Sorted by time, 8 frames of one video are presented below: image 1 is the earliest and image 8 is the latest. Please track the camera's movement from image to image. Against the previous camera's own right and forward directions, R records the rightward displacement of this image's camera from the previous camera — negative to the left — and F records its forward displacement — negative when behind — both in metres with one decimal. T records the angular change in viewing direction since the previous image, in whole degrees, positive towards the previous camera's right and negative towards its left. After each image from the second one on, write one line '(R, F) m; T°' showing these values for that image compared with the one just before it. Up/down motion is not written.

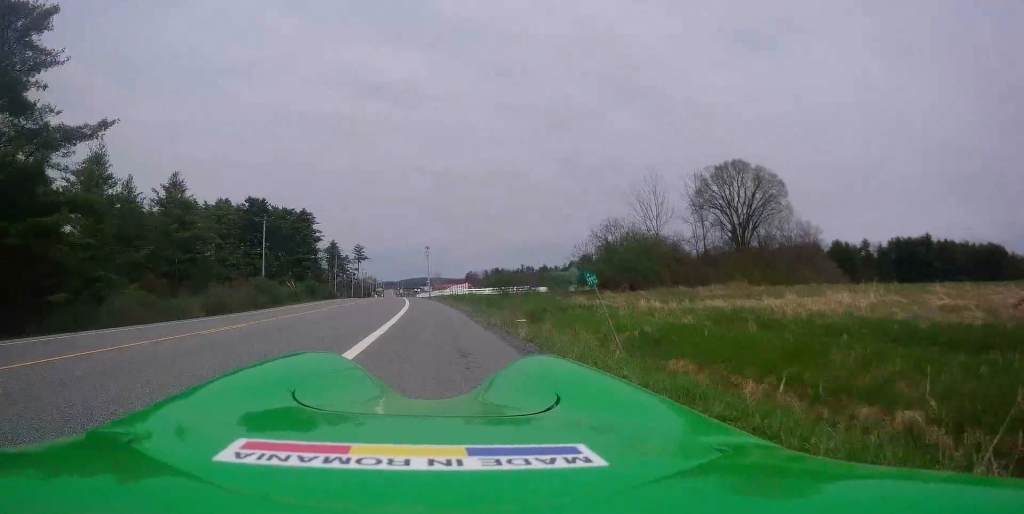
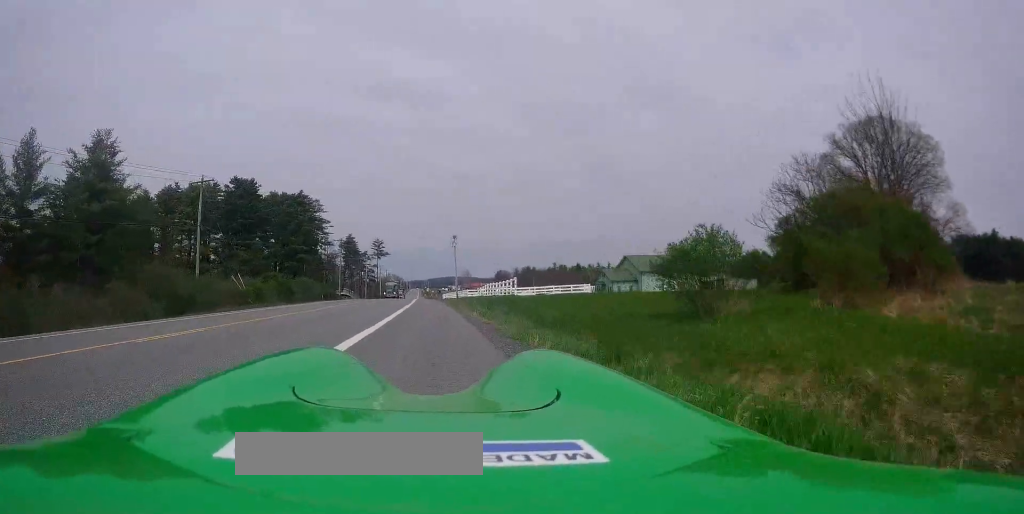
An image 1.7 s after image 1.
(-0.6, +26.3) m; -3°
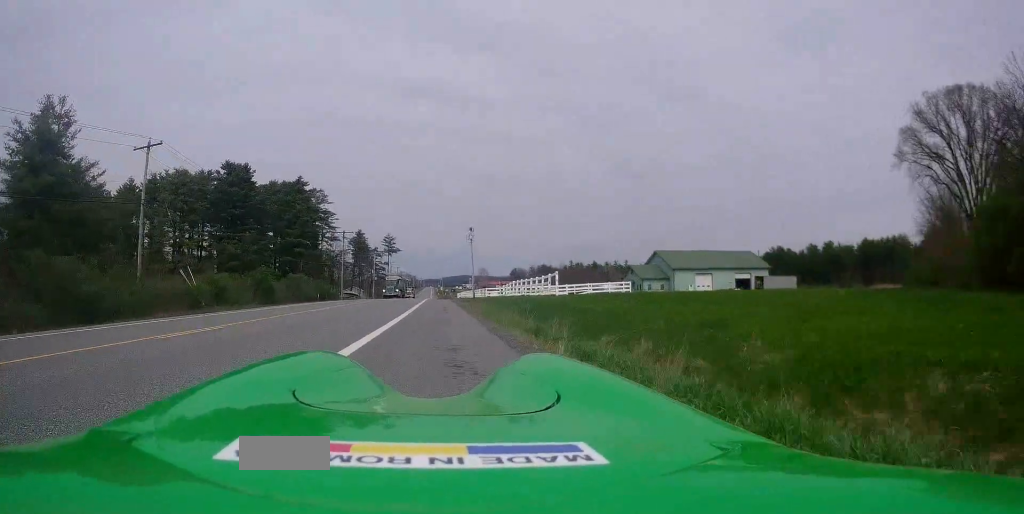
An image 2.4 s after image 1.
(-0.5, +11.9) m; -2°
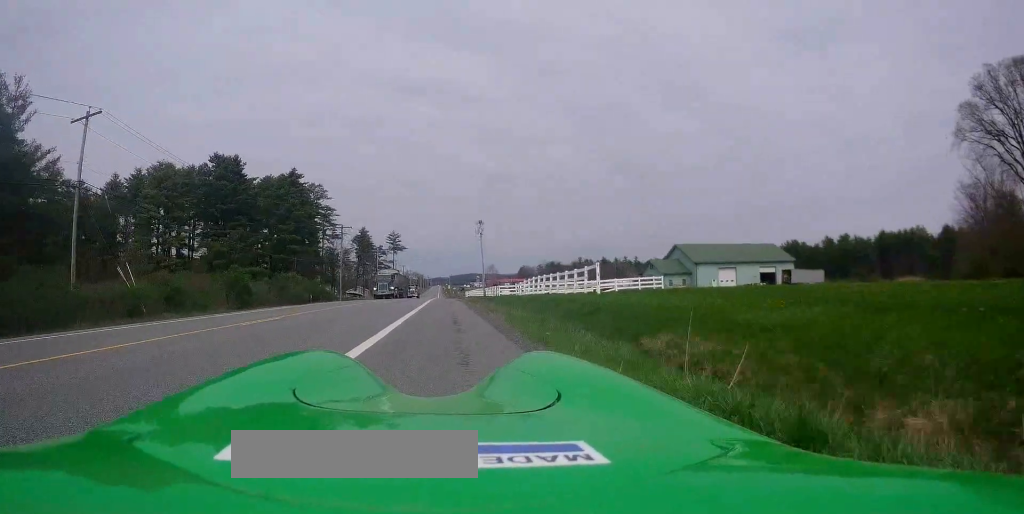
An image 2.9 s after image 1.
(-0.1, +8.0) m; -1°
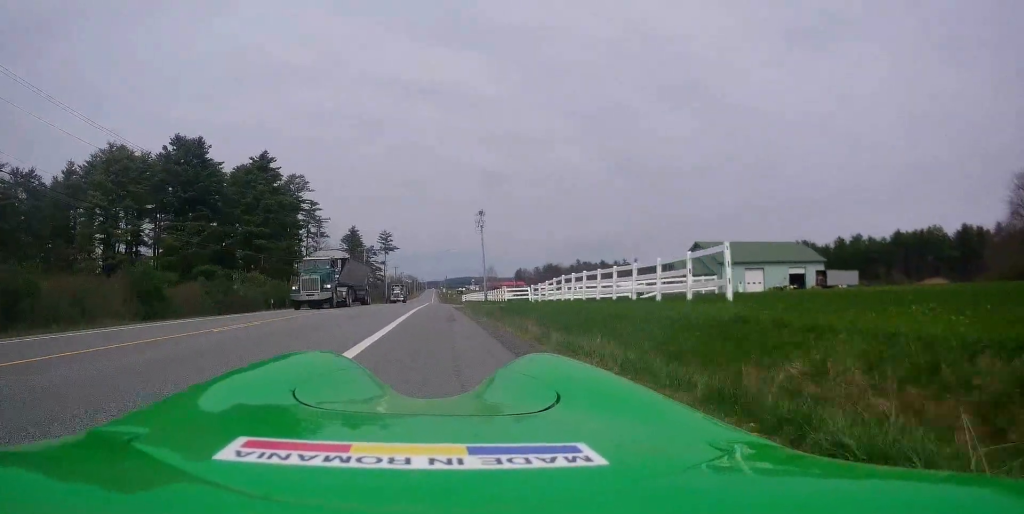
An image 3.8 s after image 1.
(0.0, +13.3) m; 0°
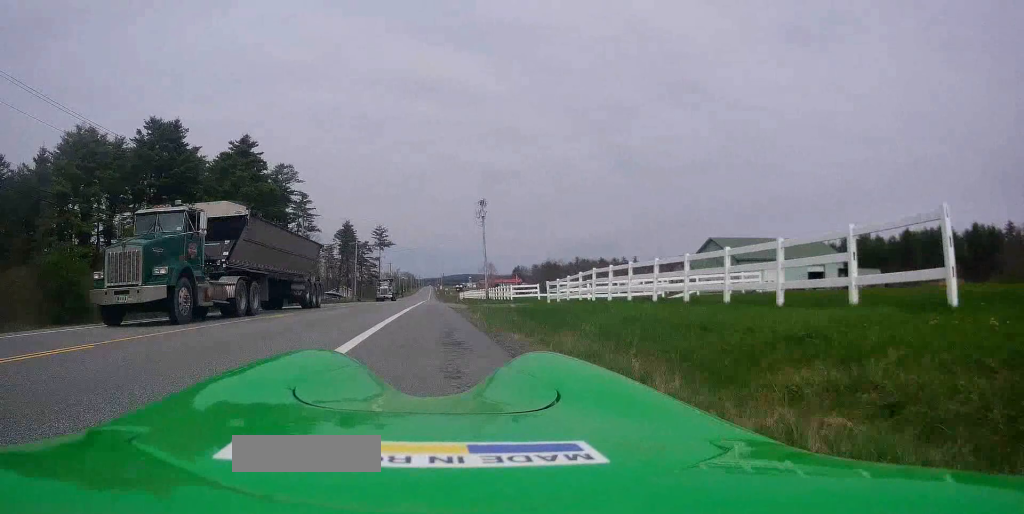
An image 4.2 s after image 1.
(0.0, +7.3) m; 0°
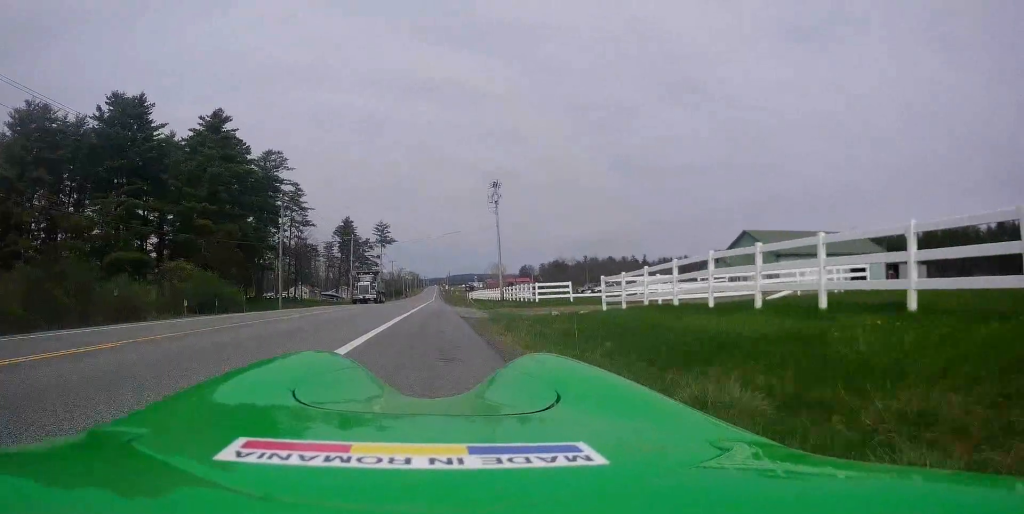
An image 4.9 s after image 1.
(0.0, +11.3) m; 0°
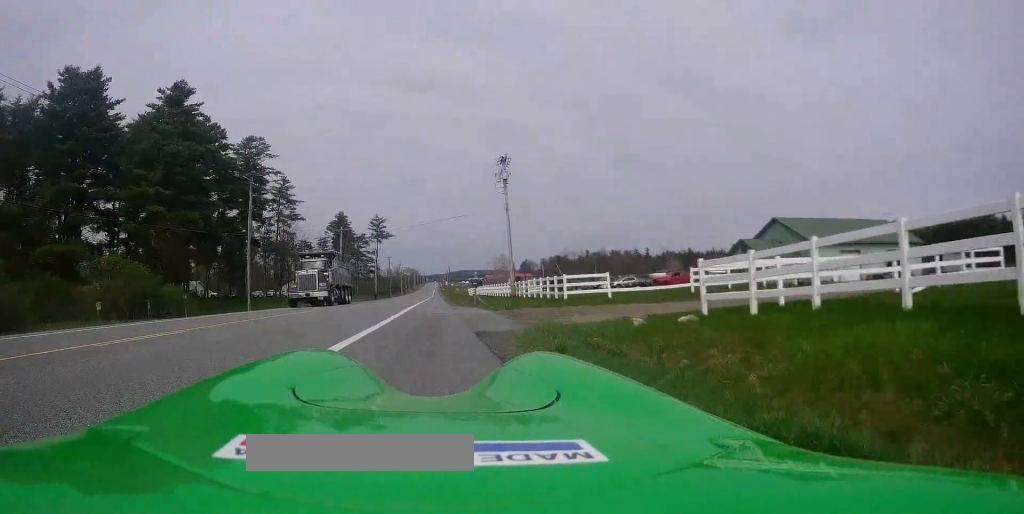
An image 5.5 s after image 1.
(0.0, +9.4) m; 0°
